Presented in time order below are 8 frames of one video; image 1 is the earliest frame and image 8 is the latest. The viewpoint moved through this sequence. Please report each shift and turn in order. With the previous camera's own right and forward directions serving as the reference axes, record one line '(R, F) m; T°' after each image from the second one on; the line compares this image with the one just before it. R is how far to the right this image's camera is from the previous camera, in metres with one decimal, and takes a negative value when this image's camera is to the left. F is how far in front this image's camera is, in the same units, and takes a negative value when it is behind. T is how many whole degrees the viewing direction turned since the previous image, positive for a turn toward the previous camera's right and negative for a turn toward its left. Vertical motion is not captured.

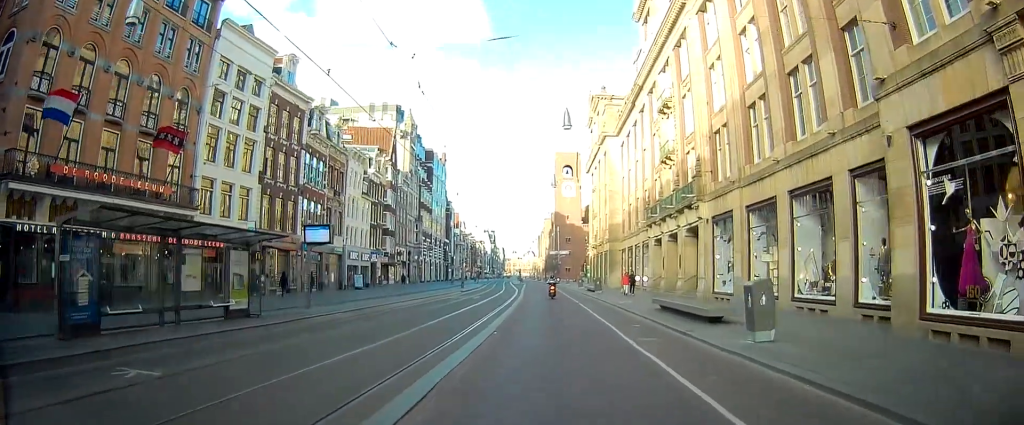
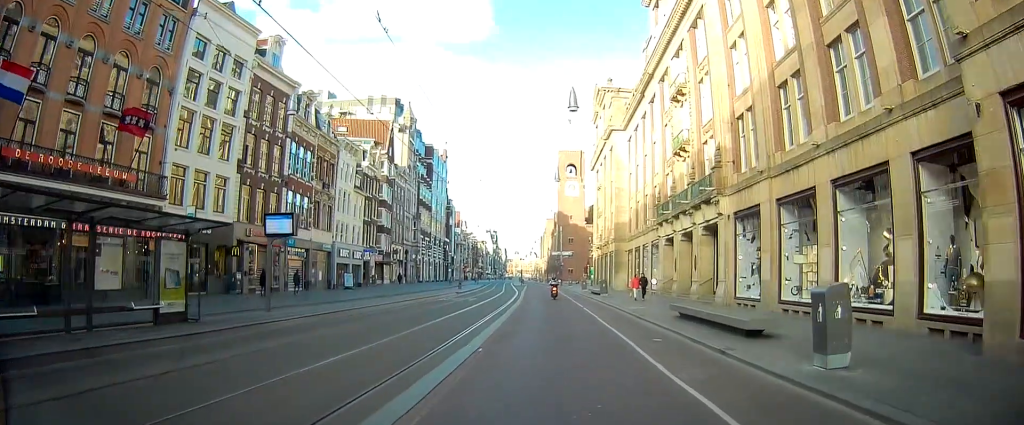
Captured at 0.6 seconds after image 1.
(-0.1, +3.7) m; 0°
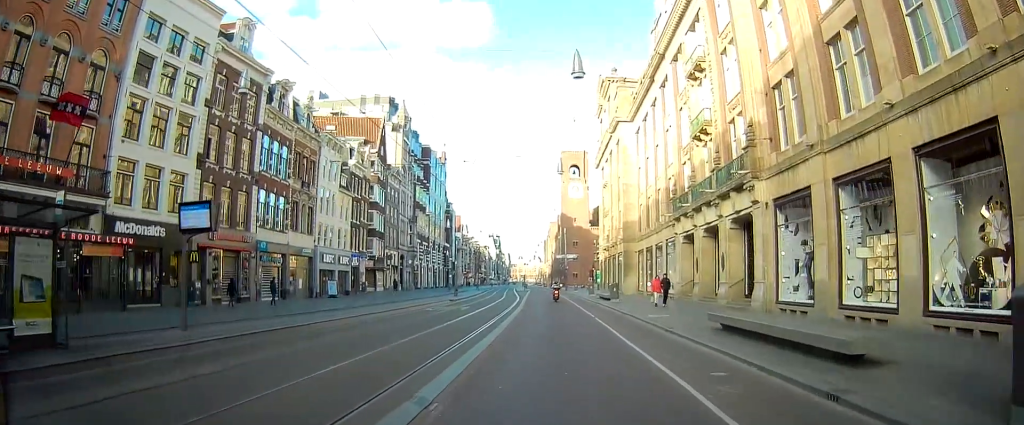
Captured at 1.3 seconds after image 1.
(+0.3, +5.1) m; +1°
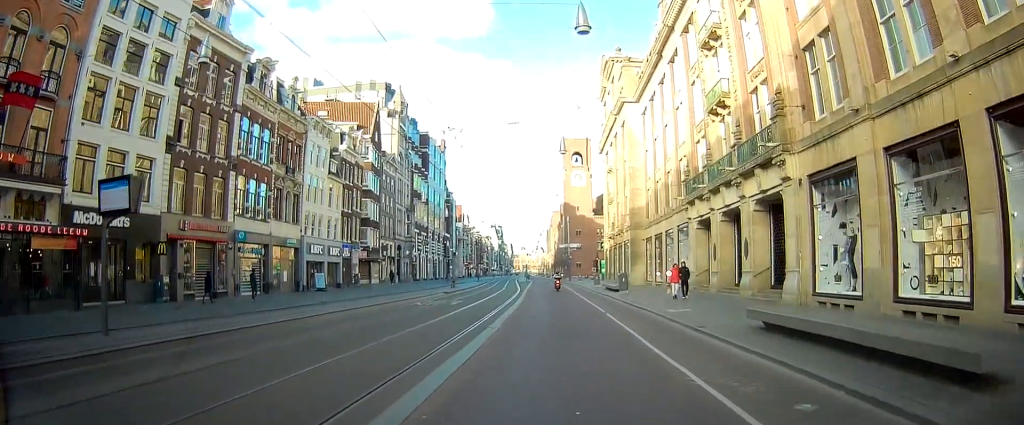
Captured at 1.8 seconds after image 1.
(-0.1, +3.3) m; -1°
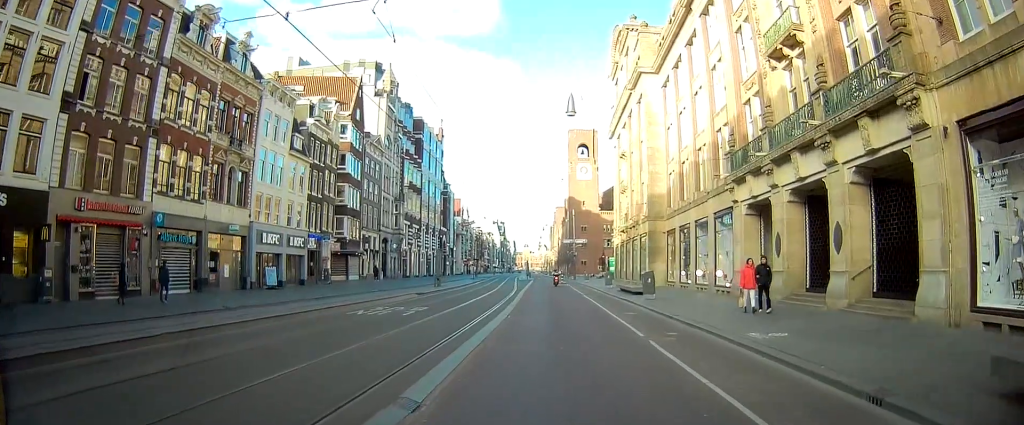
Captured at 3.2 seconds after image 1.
(-0.3, +9.5) m; -2°
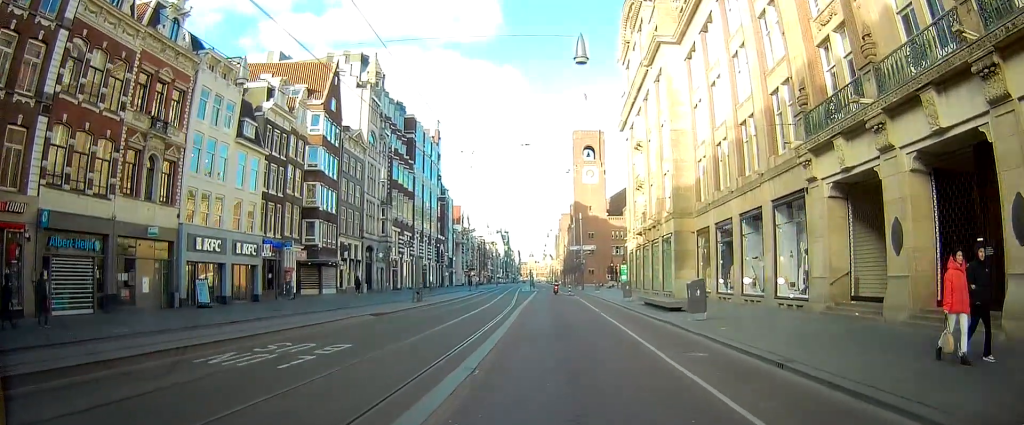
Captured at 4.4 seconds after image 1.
(-0.1, +8.6) m; 0°
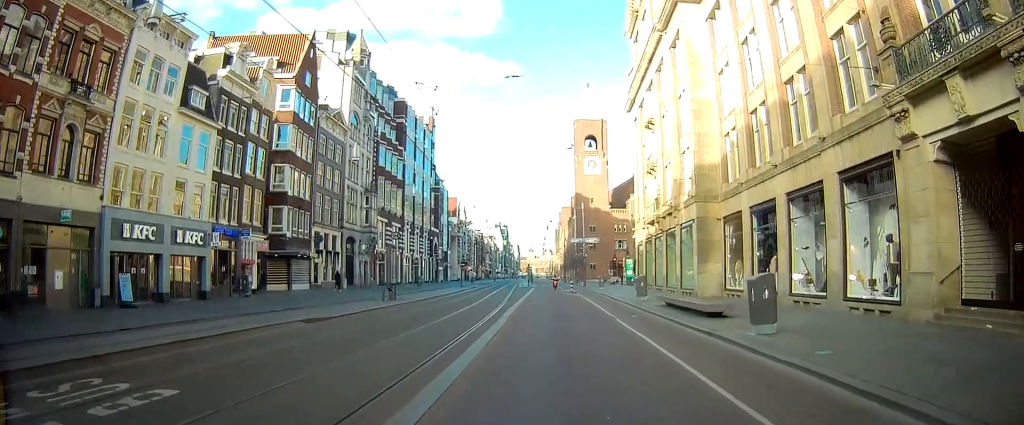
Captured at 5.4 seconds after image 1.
(0.0, +6.7) m; +1°
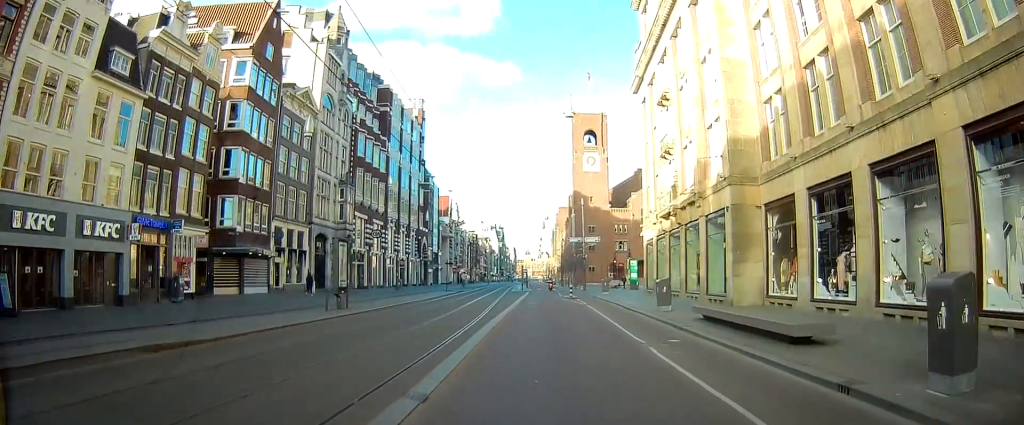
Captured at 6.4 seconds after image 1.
(+0.1, +7.2) m; 0°
